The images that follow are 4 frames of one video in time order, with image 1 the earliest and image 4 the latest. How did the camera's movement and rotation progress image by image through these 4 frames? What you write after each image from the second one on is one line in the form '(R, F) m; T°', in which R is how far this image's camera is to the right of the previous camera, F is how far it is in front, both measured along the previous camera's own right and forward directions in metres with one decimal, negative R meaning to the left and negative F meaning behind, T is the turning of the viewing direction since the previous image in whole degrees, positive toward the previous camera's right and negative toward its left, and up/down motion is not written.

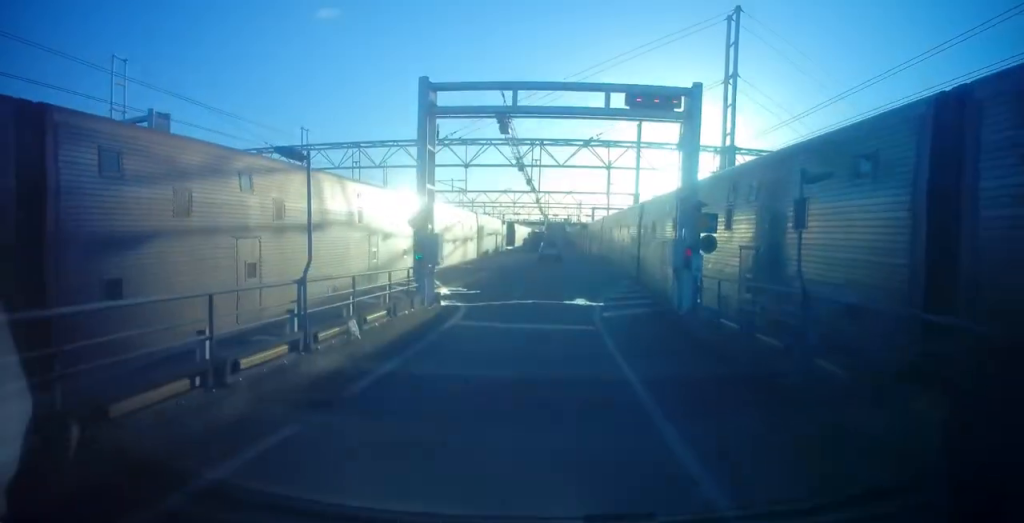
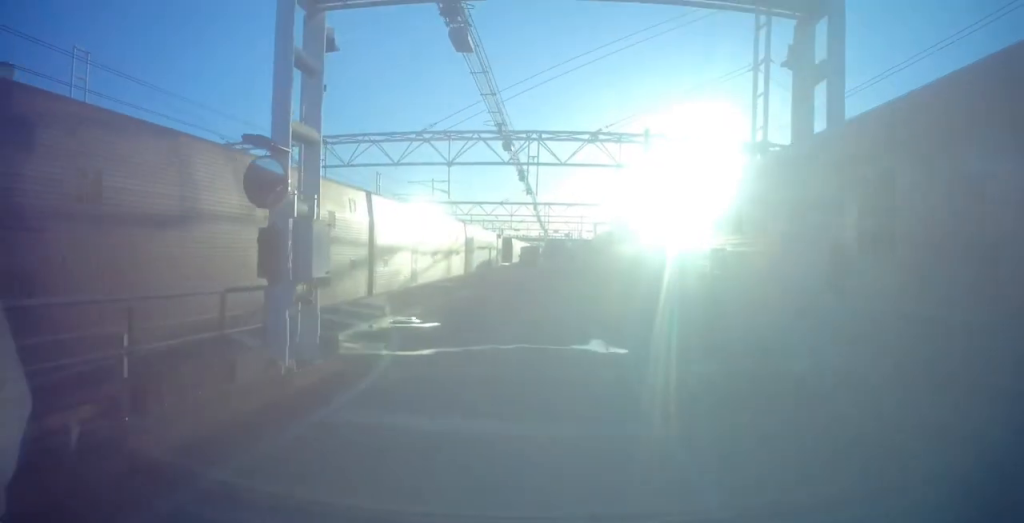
(-0.2, +8.3) m; -2°
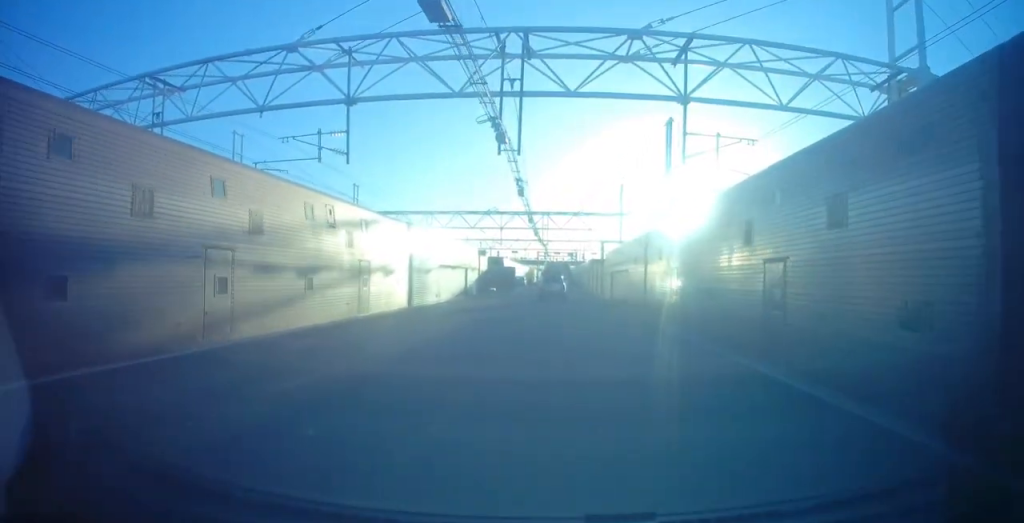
(-0.2, +20.5) m; -1°
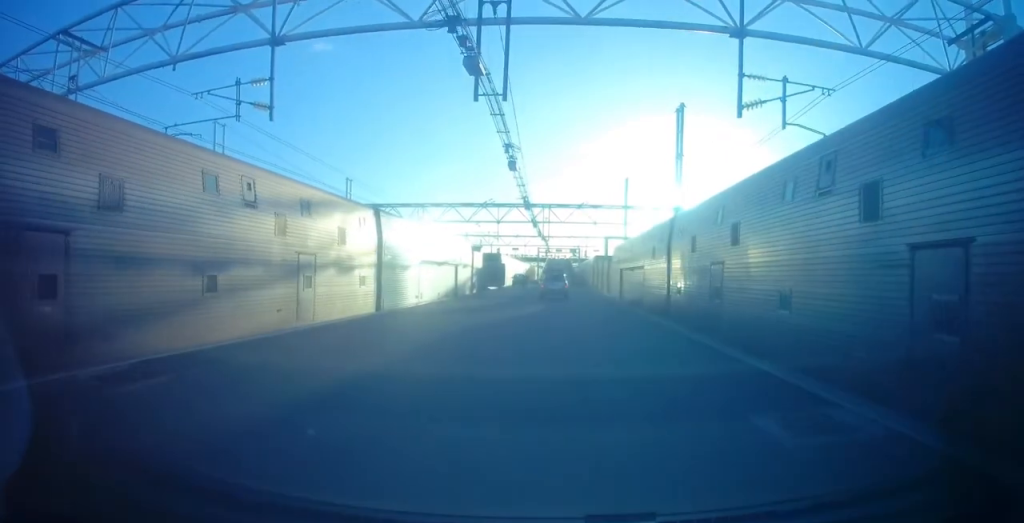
(-0.4, +6.1) m; -1°
